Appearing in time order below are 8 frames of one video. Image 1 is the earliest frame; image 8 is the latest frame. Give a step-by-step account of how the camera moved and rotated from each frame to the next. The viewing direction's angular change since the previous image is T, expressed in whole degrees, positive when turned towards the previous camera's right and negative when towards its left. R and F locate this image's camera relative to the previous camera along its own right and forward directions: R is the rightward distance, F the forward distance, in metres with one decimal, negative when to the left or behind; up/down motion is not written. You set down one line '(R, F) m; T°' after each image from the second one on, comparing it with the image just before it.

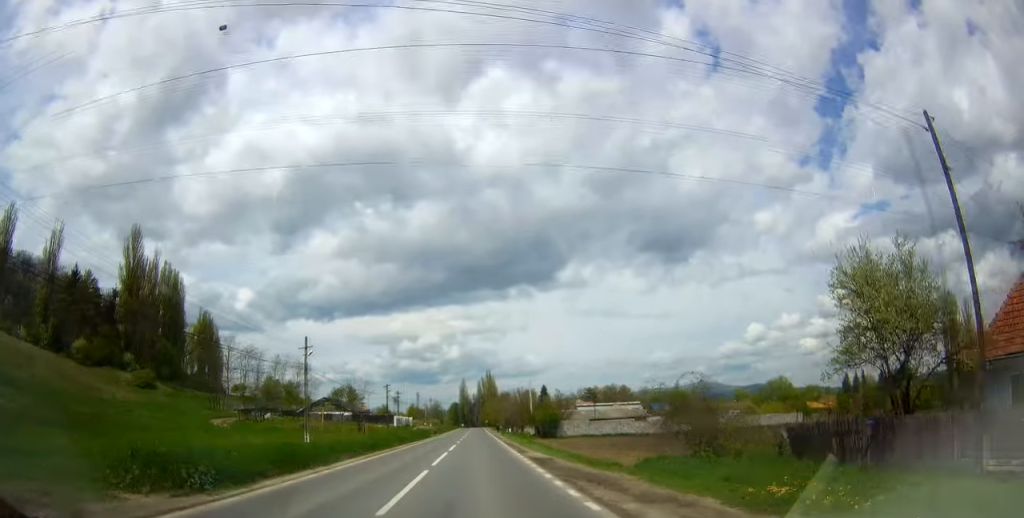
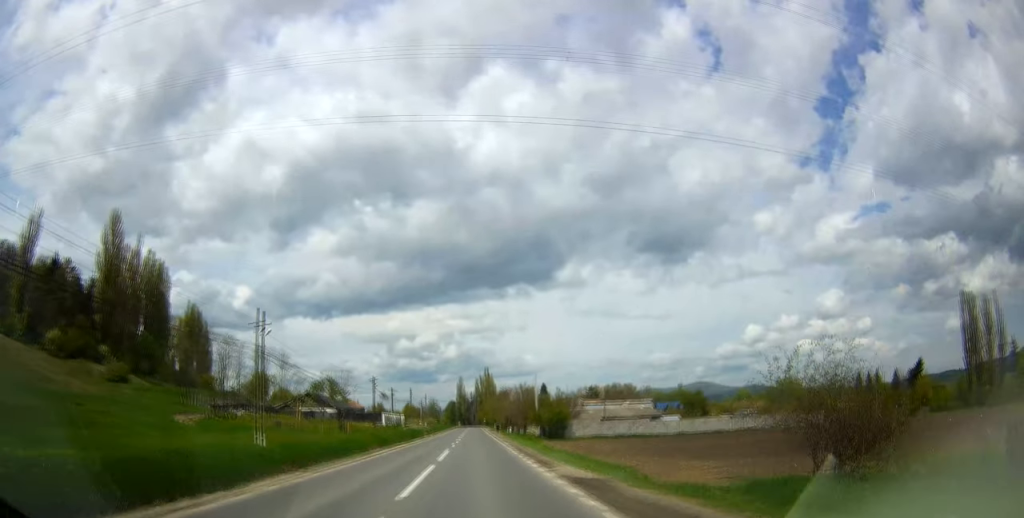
(0.0, +9.4) m; +1°
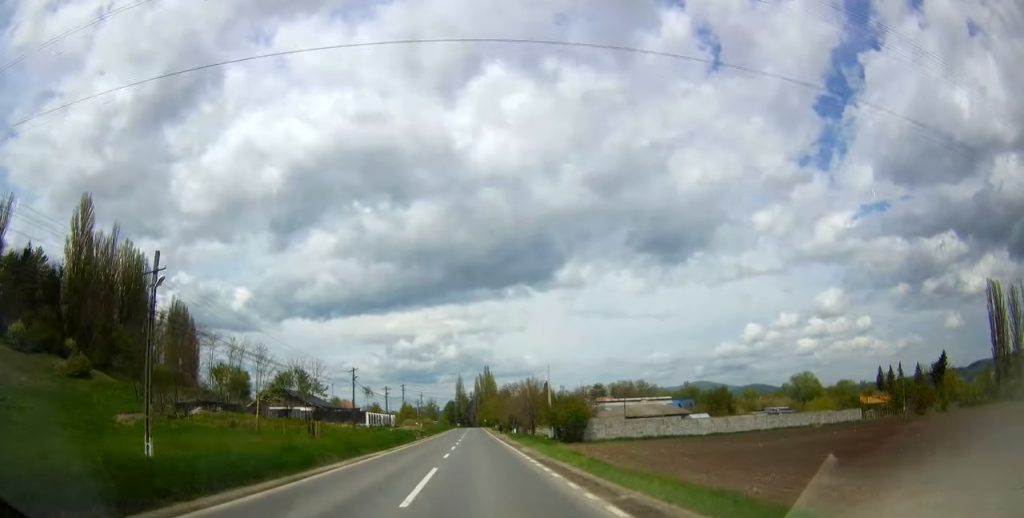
(+0.2, +12.4) m; +1°
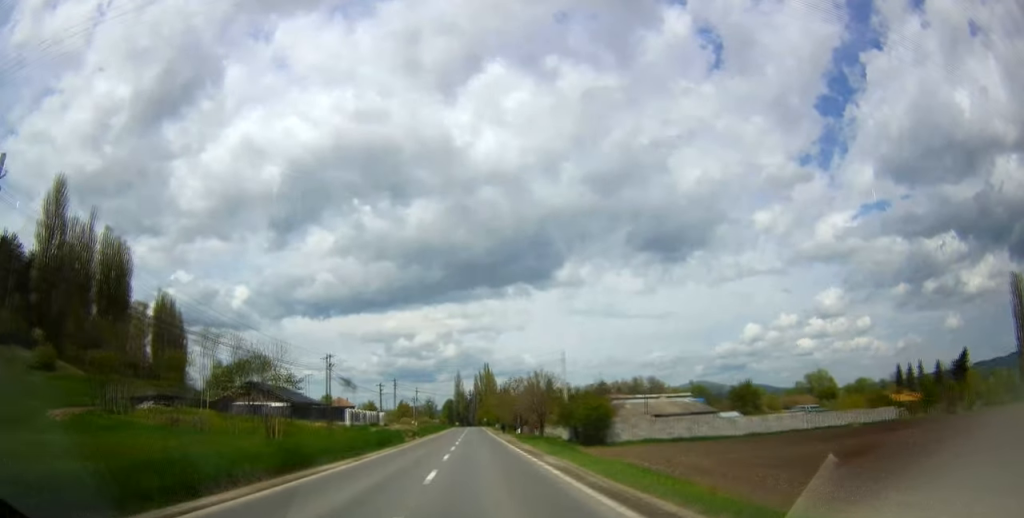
(0.0, +10.5) m; +1°
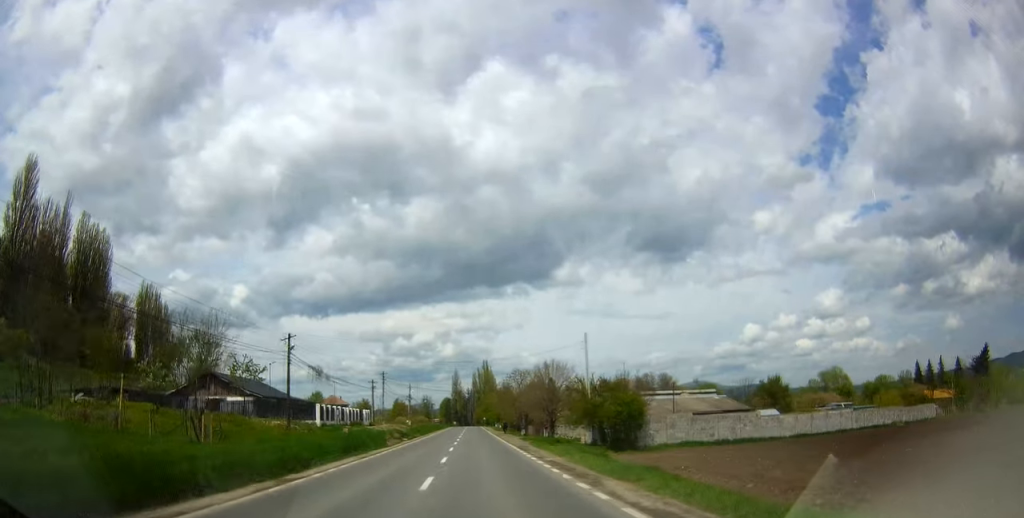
(+0.1, +10.7) m; +1°
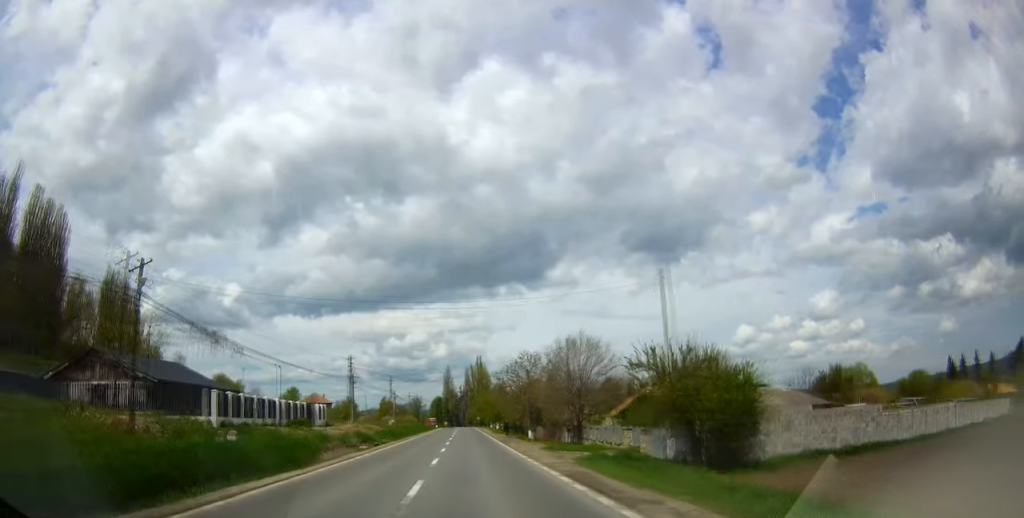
(+0.1, +18.7) m; +1°
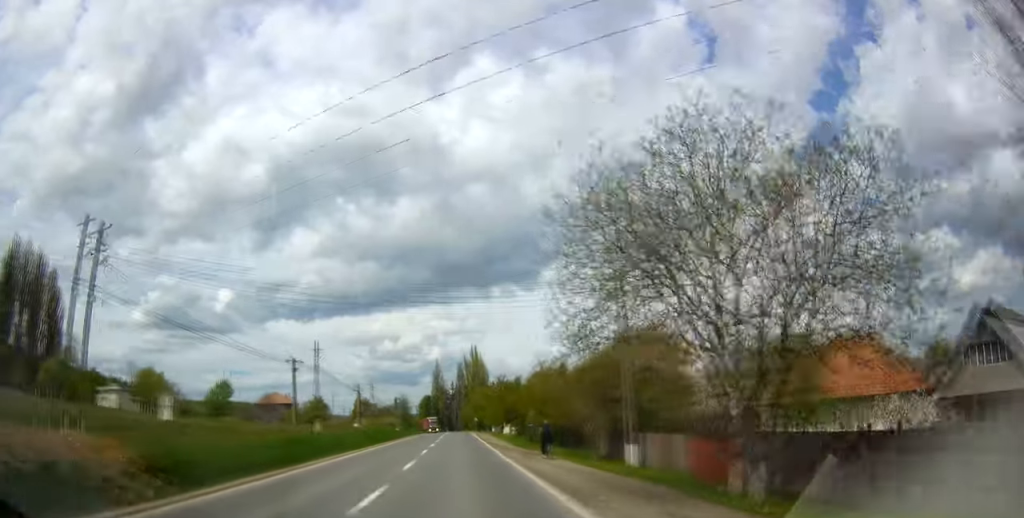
(+0.7, +45.4) m; +1°
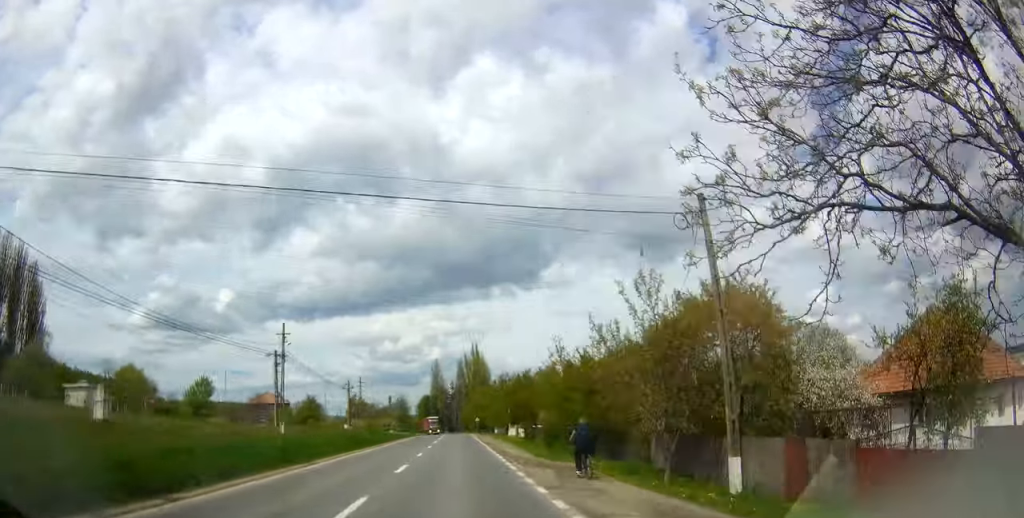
(0.0, +10.3) m; +1°
